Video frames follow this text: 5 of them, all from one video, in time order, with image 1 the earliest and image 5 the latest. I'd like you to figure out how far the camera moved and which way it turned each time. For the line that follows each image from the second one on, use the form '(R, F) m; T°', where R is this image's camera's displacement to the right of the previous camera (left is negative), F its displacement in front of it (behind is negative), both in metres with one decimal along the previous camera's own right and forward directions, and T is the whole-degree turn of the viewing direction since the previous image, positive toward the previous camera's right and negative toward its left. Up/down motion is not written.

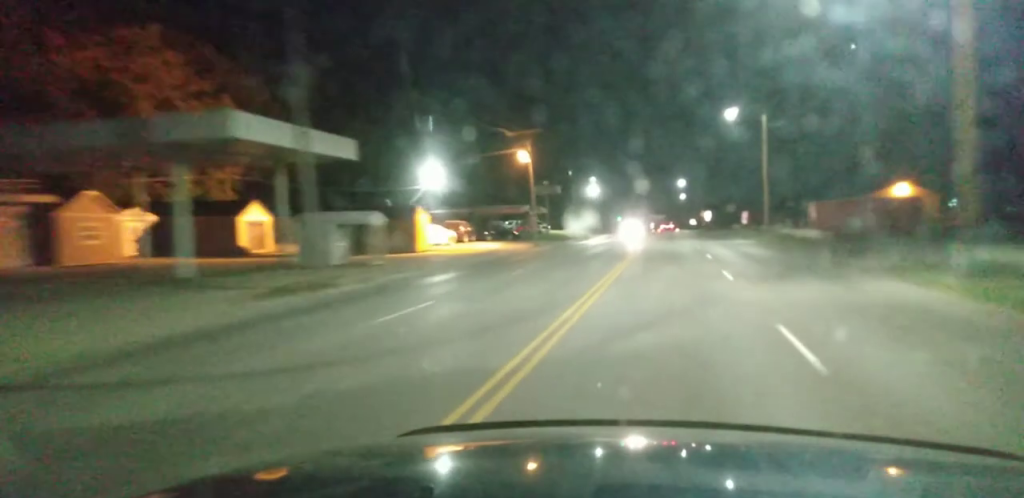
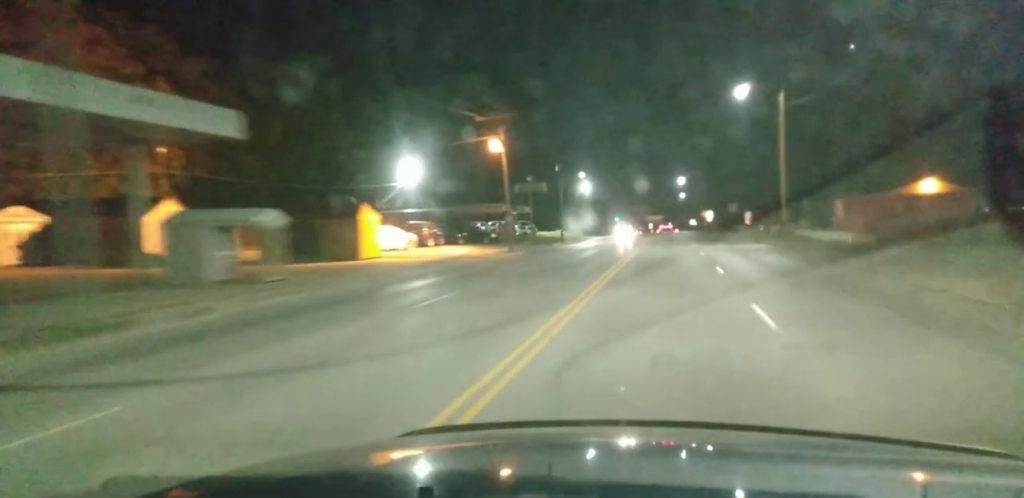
(-0.1, +9.1) m; 0°
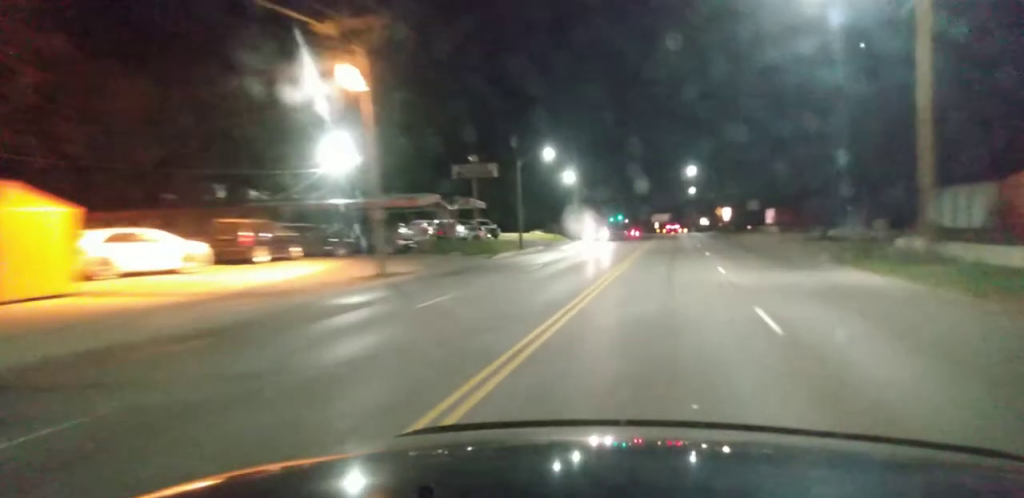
(-0.1, +25.4) m; -1°
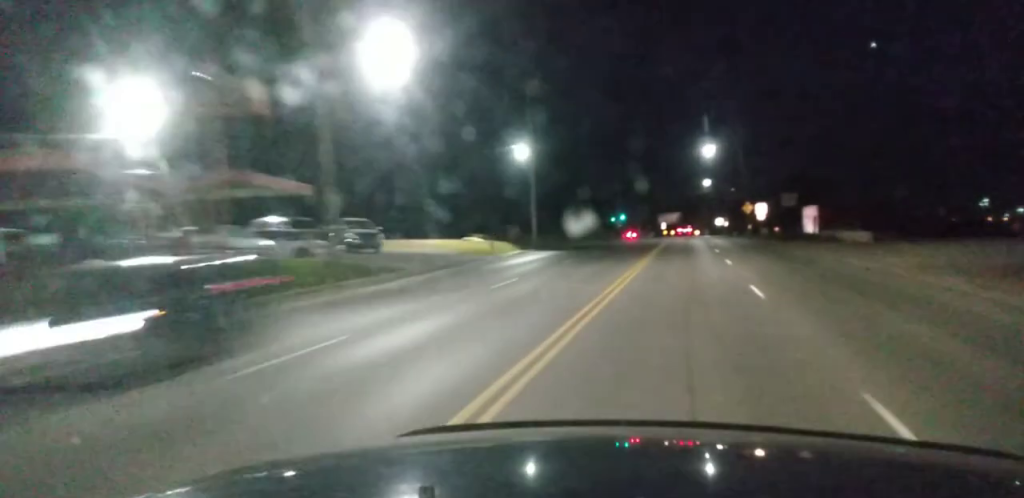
(0.0, +31.6) m; +3°
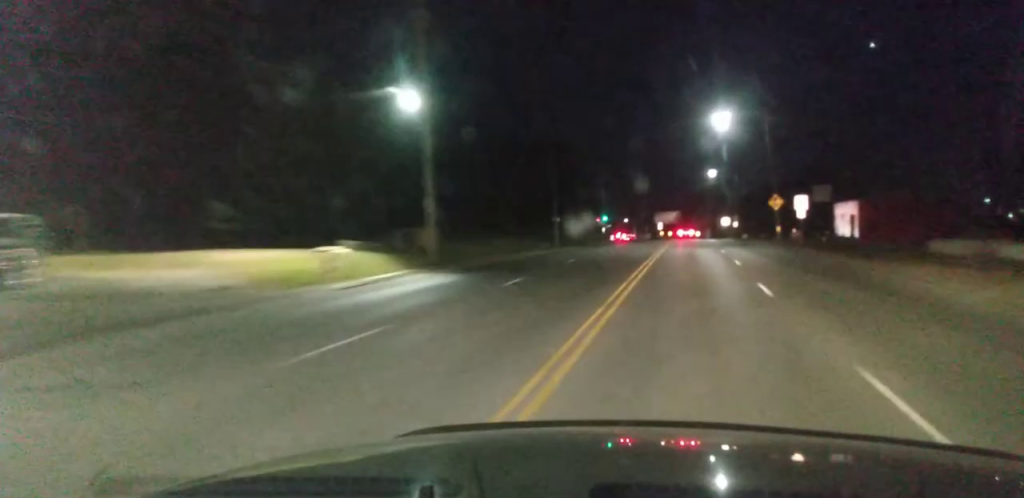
(+0.6, +24.1) m; +1°
